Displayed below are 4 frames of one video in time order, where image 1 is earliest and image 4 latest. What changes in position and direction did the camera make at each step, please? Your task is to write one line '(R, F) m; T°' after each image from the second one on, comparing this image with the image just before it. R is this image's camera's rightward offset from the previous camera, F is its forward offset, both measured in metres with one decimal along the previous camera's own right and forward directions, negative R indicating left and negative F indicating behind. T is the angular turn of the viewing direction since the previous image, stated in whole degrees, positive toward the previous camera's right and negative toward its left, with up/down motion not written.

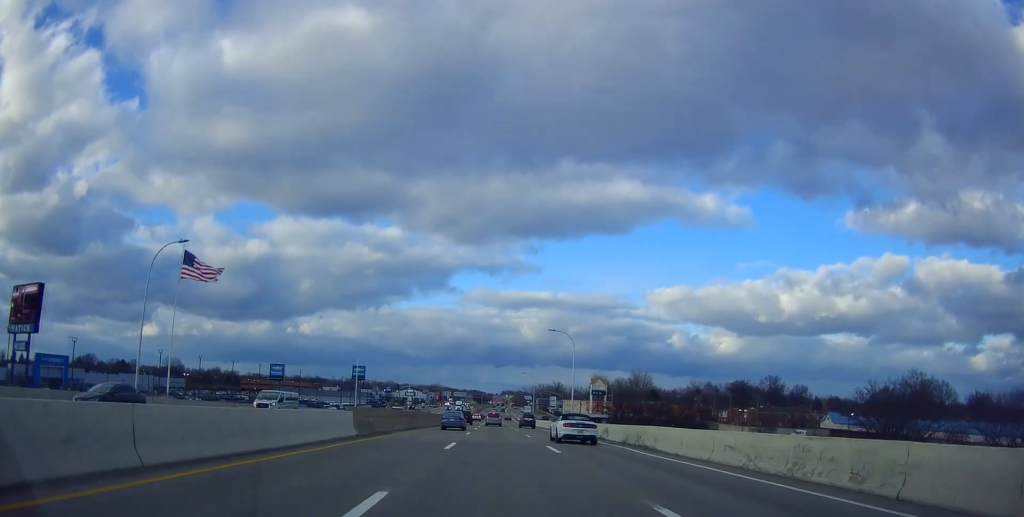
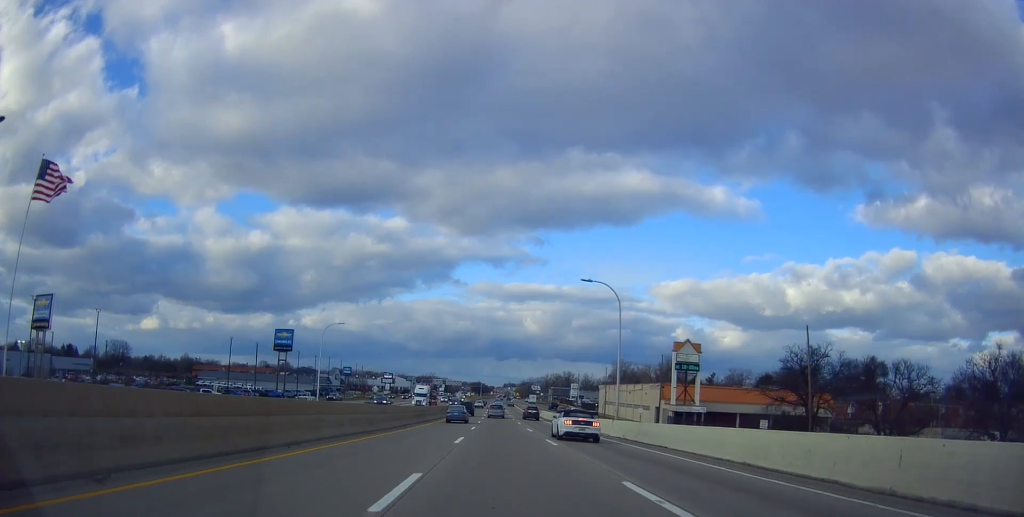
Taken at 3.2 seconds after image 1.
(+0.6, +74.2) m; +1°
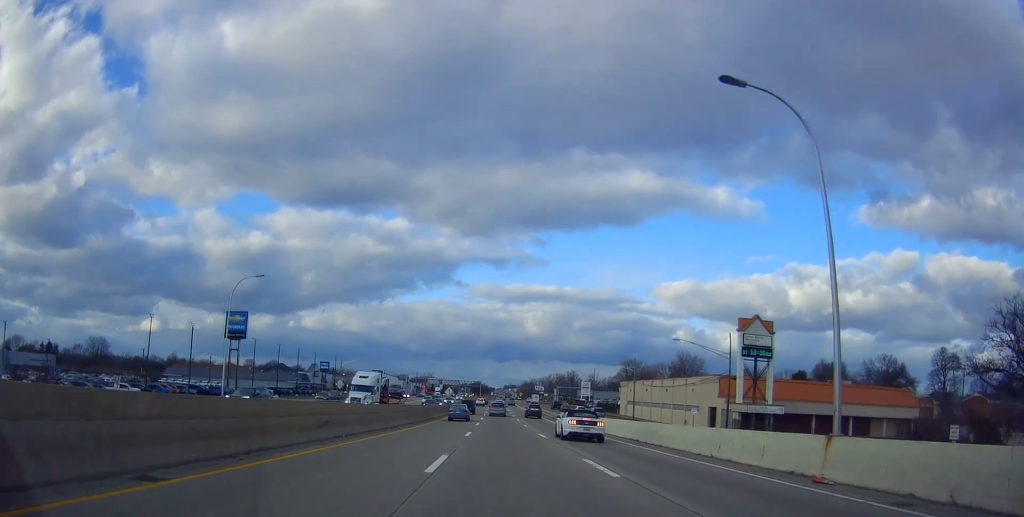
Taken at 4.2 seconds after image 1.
(-0.2, +25.0) m; -1°
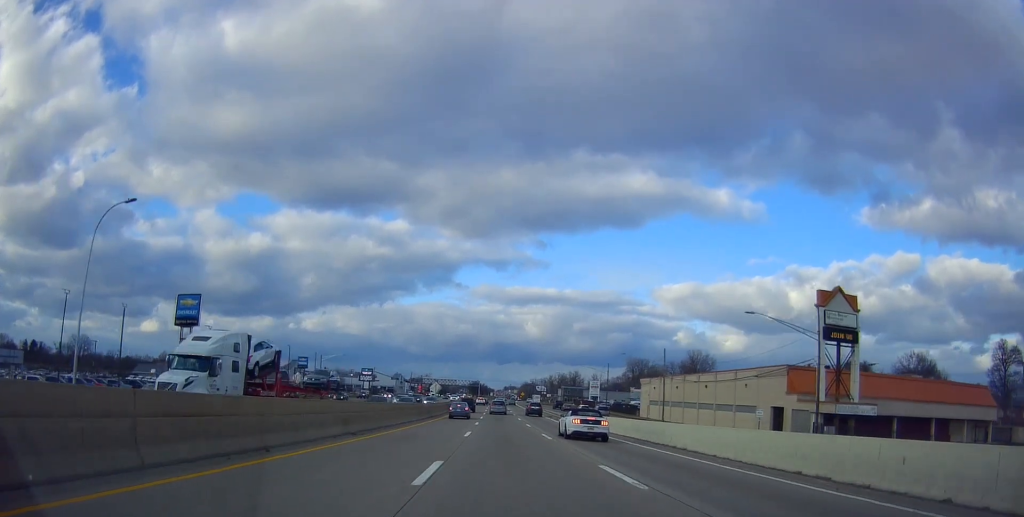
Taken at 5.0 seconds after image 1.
(-0.2, +18.0) m; 0°
